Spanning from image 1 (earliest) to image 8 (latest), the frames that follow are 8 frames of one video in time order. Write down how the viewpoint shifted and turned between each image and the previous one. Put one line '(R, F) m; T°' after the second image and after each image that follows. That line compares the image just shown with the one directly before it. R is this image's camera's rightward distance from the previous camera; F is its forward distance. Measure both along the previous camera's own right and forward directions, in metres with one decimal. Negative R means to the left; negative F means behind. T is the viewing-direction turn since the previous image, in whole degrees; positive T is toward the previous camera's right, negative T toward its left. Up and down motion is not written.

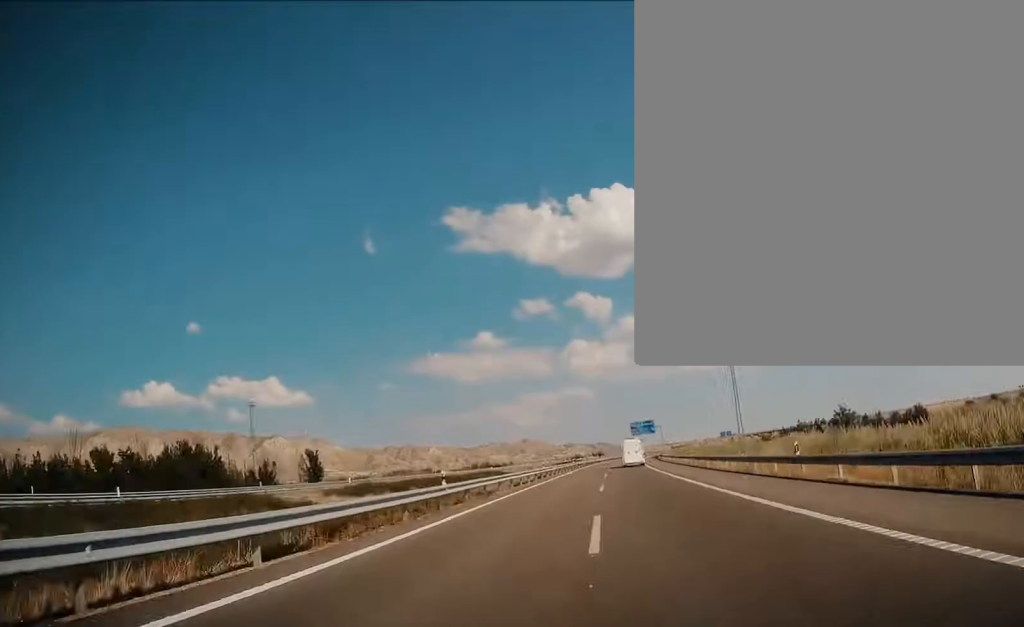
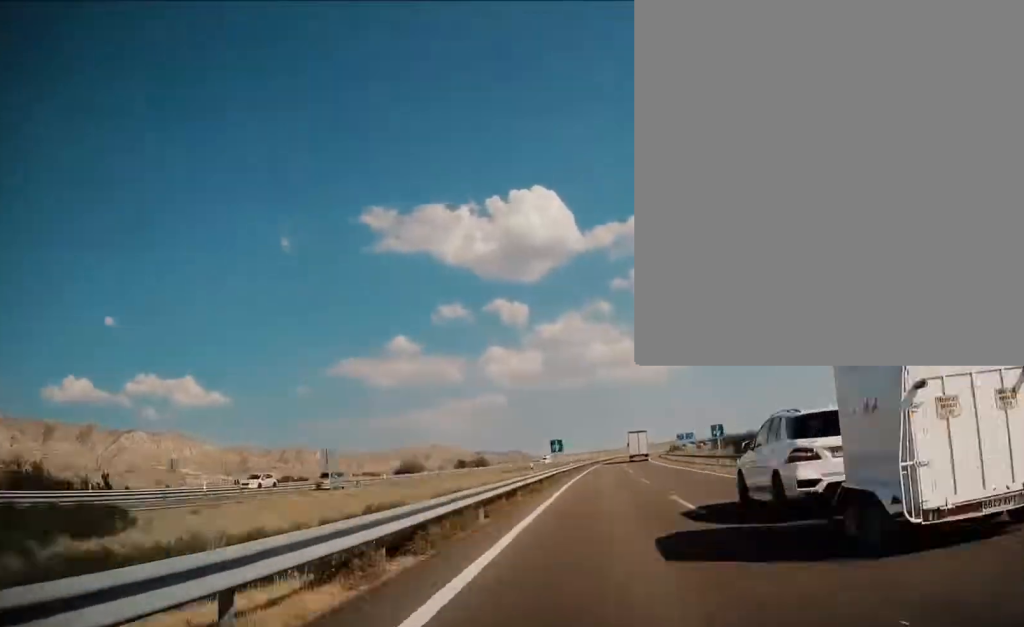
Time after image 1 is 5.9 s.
(+8.8, +211.7) m; +6°
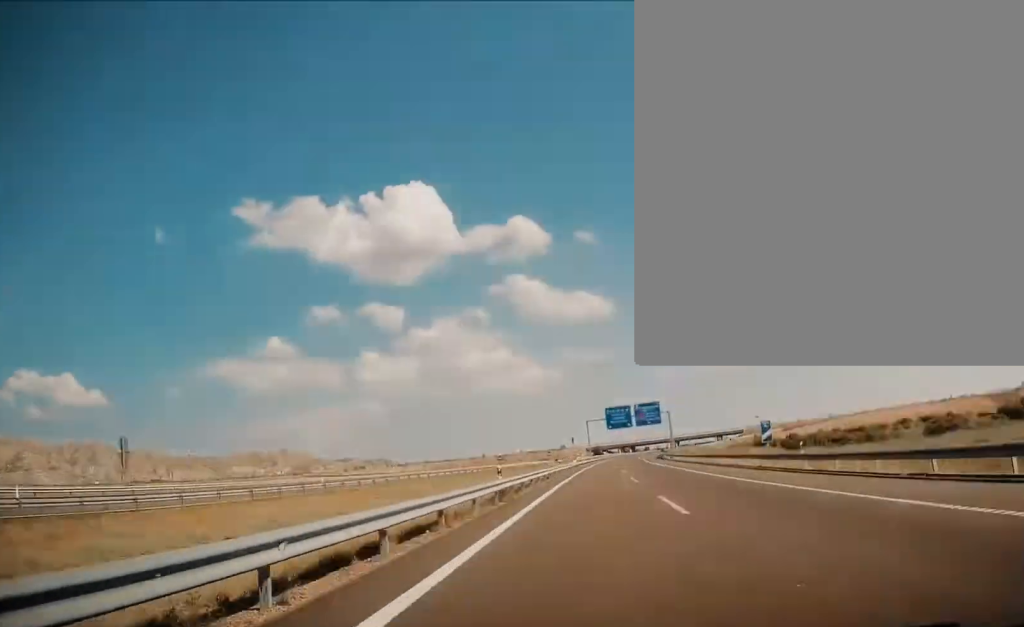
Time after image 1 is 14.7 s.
(+29.8, +325.7) m; +10°
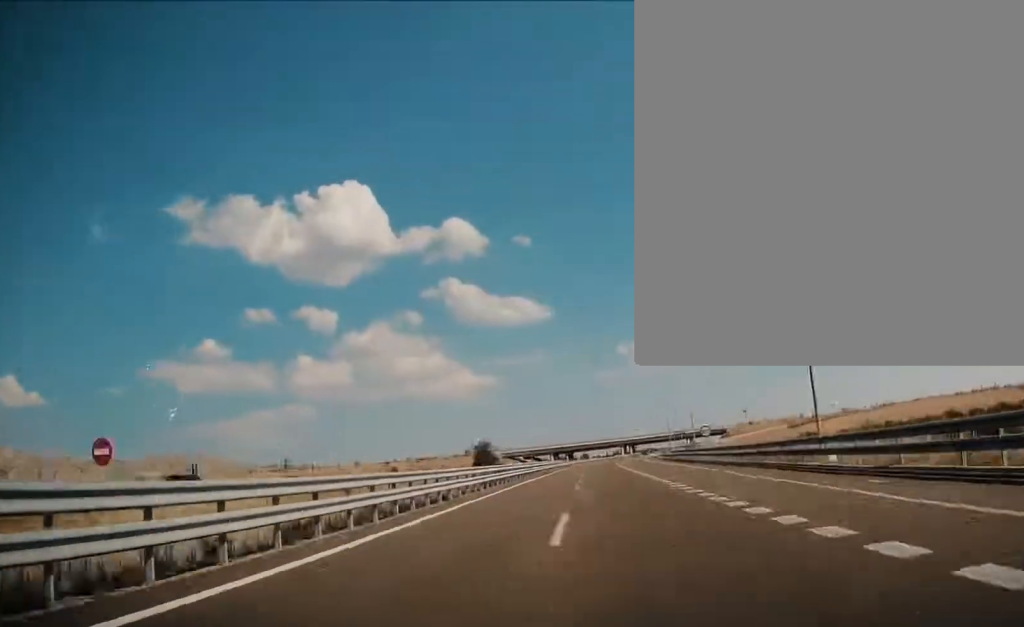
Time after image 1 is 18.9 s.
(+6.5, +162.1) m; +5°
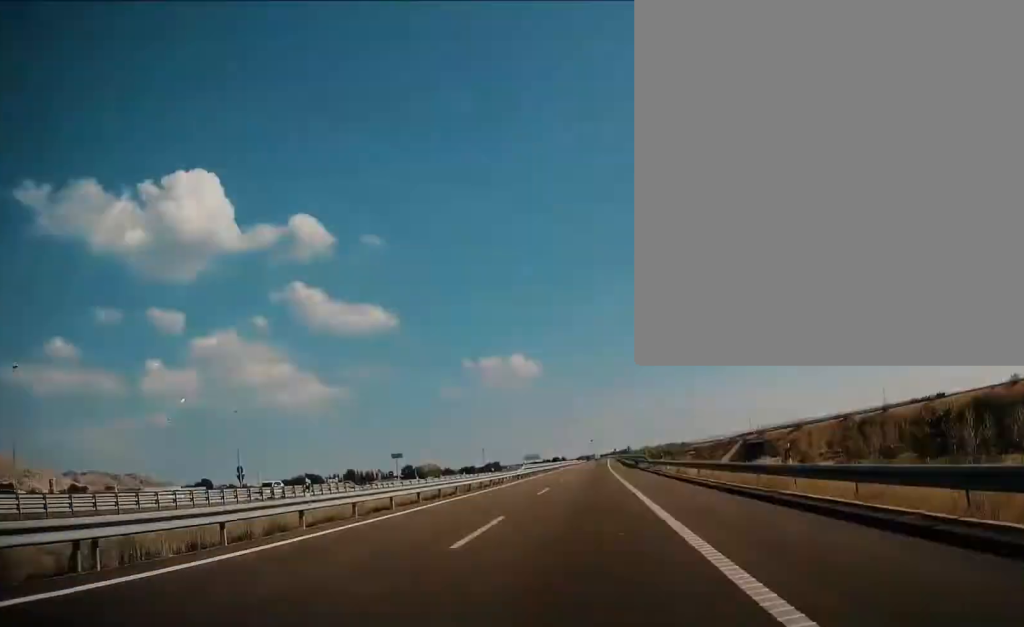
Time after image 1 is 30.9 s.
(+42.0, +452.3) m; +6°
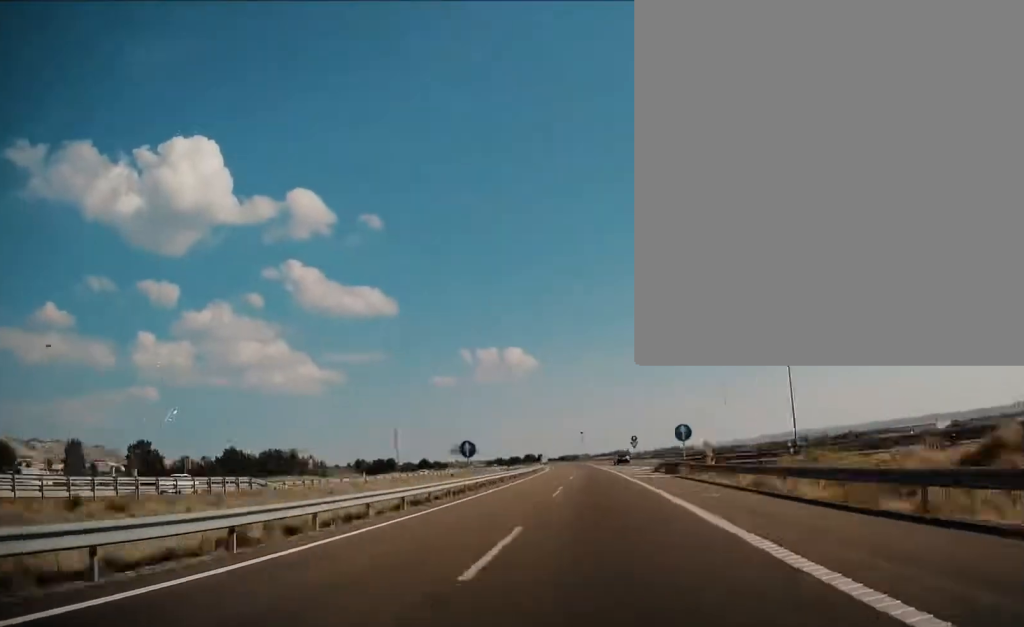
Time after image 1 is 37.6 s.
(+4.5, +250.2) m; -3°
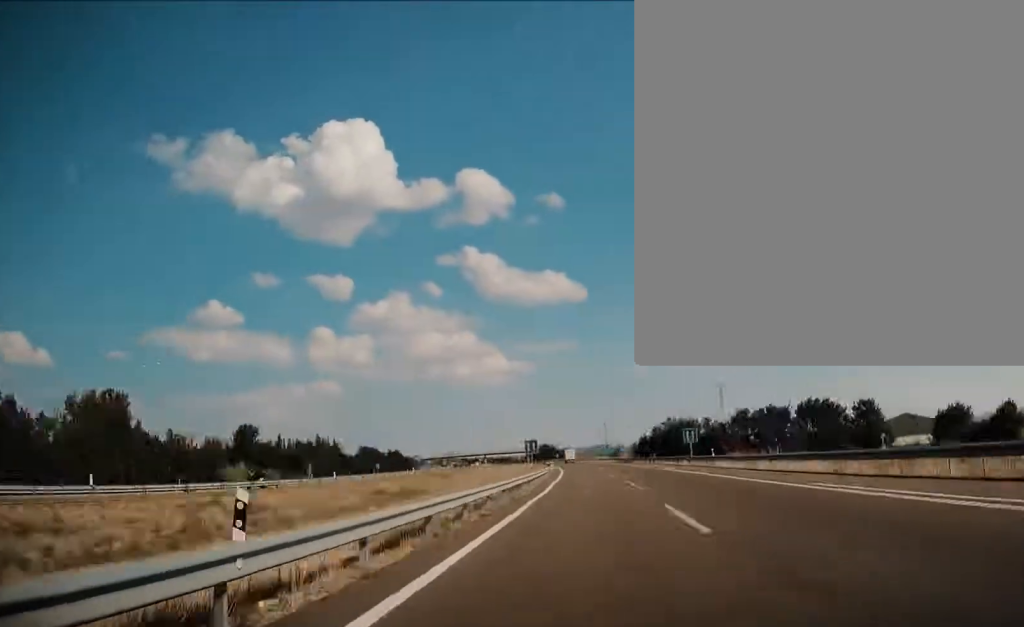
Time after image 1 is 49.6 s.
(-58.5, +440.5) m; -15°
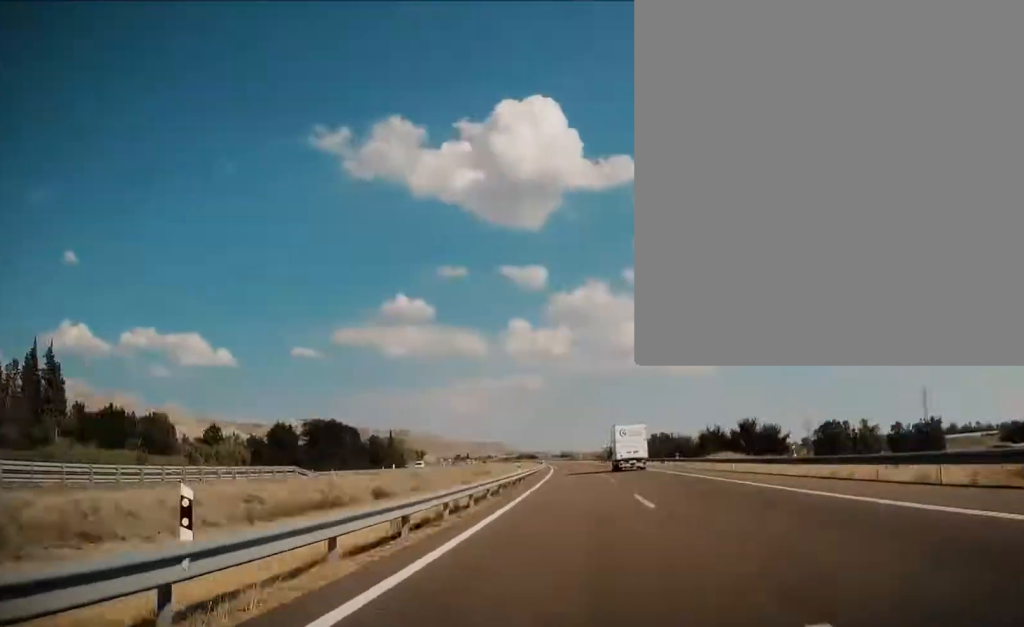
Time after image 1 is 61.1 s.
(-54.1, +418.3) m; -16°
